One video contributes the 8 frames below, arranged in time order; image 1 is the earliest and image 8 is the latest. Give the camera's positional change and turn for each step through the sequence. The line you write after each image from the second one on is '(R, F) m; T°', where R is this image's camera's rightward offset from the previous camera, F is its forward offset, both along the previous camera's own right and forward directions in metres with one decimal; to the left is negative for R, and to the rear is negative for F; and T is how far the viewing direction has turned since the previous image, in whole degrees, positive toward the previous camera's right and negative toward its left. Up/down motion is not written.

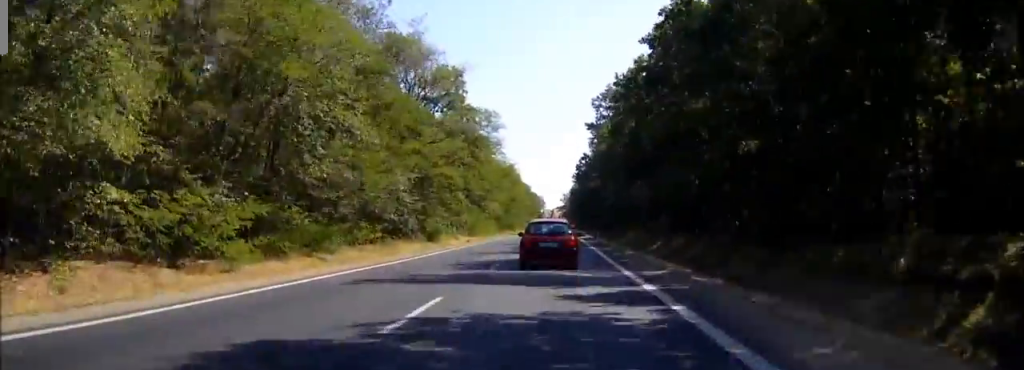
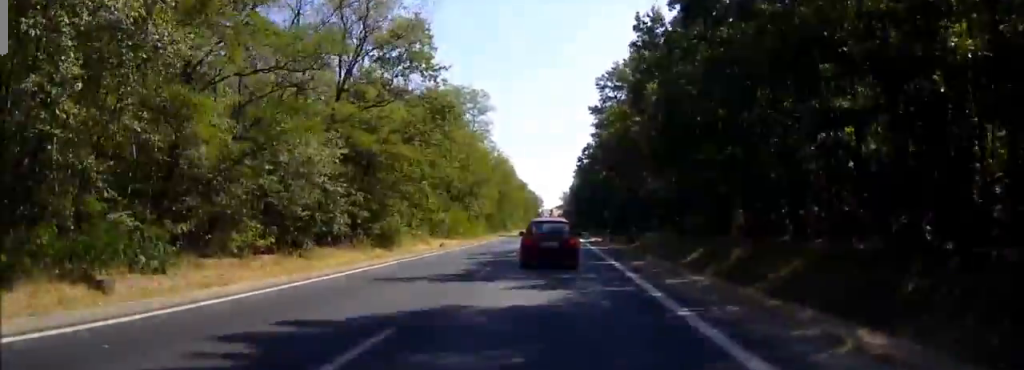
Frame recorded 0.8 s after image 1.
(0.0, +15.5) m; 0°
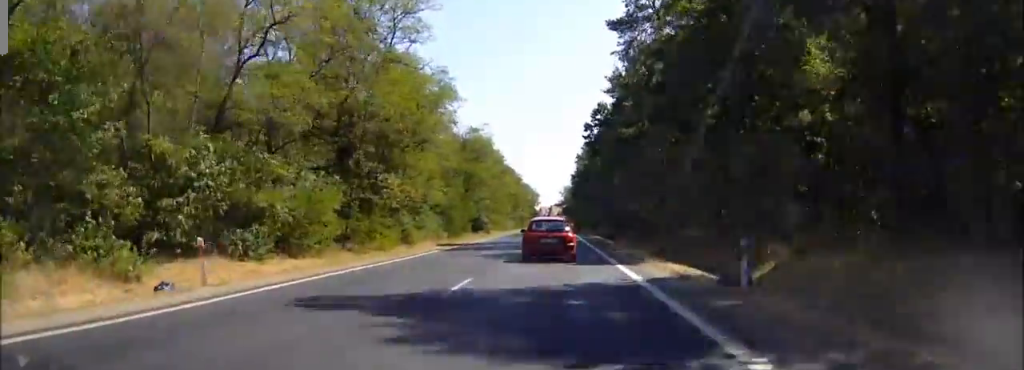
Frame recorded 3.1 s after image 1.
(+0.1, +40.3) m; +1°
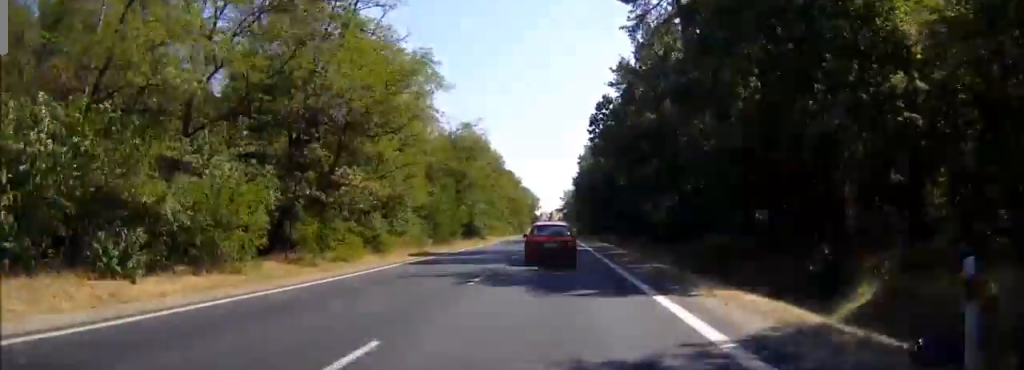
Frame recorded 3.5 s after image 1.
(0.0, +8.3) m; 0°
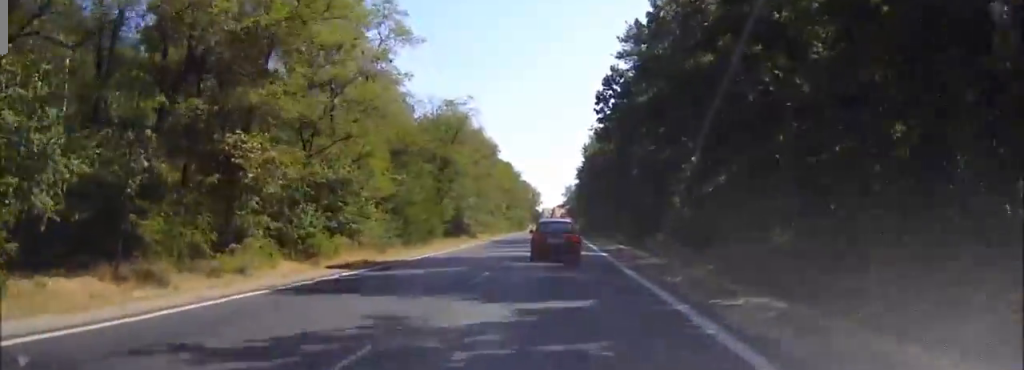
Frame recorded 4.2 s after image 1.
(0.0, +12.5) m; 0°
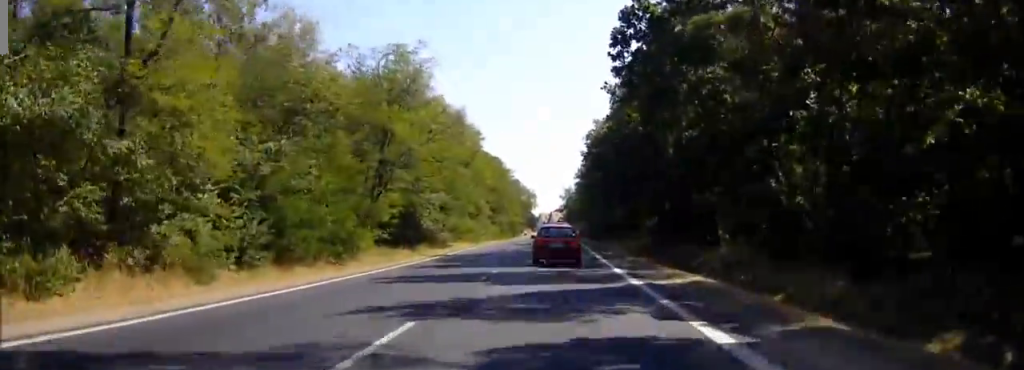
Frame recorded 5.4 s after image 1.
(-0.1, +21.5) m; 0°
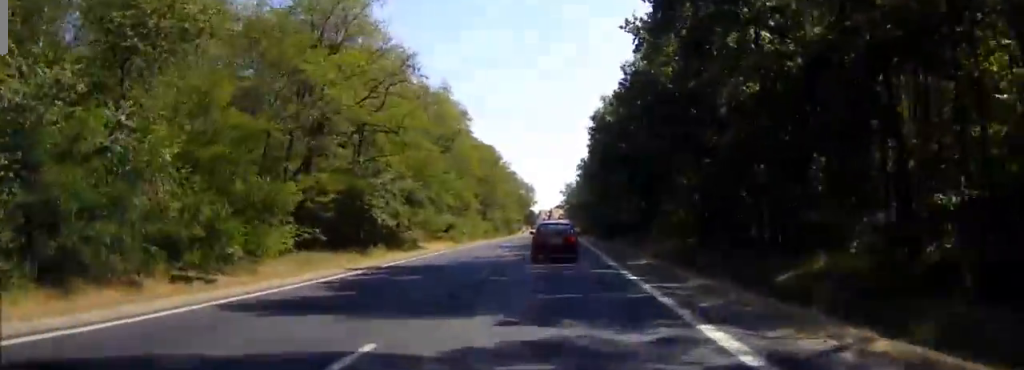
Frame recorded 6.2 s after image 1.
(0.0, +13.8) m; 0°
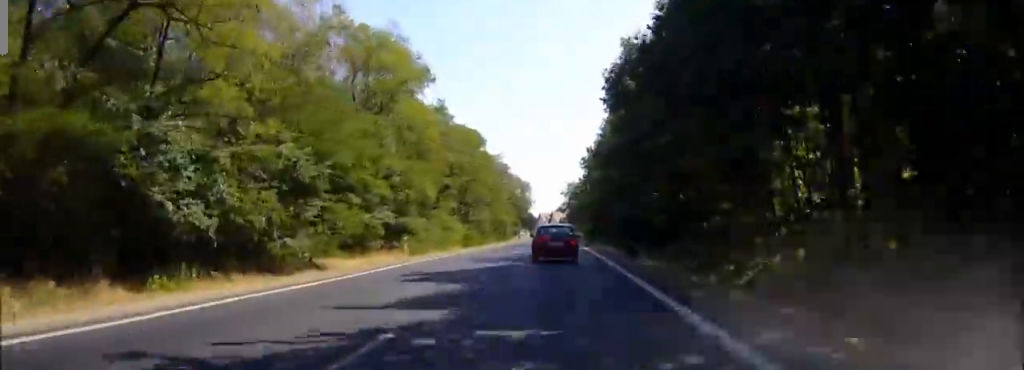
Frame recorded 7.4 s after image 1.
(-0.1, +22.6) m; 0°
